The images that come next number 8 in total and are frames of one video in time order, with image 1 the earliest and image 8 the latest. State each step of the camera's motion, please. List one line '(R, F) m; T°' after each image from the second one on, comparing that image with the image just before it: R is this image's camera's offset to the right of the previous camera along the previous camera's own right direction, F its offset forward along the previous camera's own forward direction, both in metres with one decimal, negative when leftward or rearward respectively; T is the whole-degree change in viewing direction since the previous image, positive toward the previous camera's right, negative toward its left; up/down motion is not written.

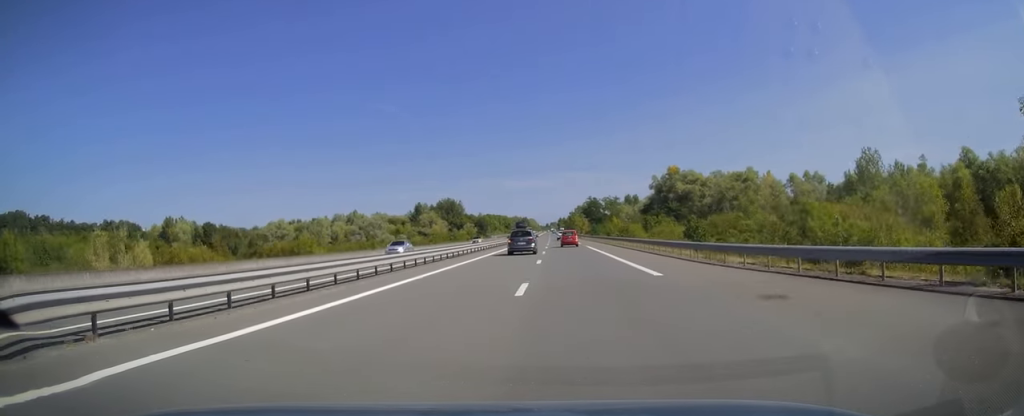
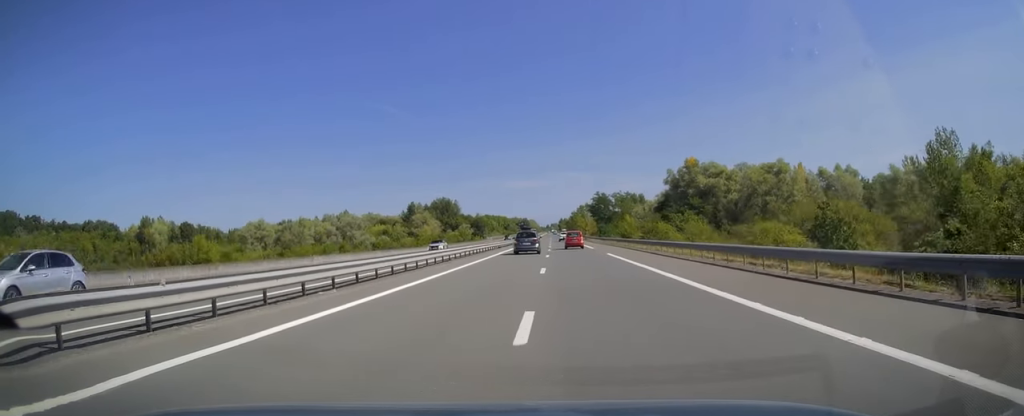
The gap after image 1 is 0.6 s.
(-0.1, +18.7) m; 0°
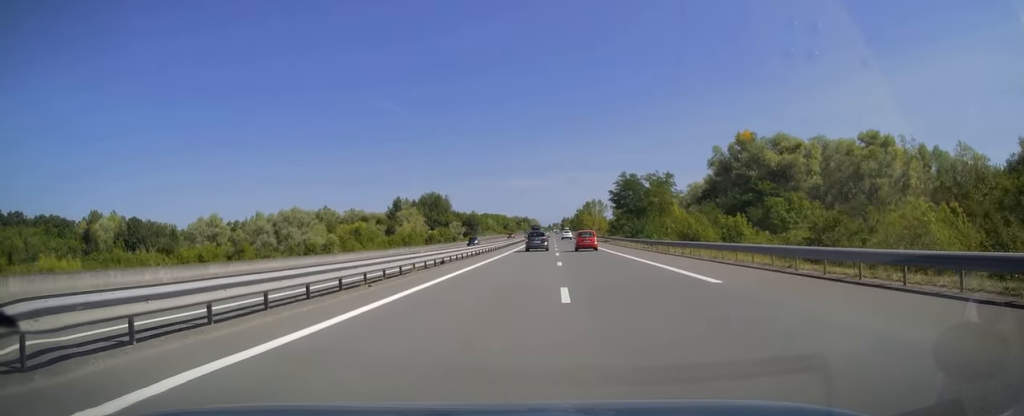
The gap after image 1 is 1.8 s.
(0.0, +37.1) m; 0°
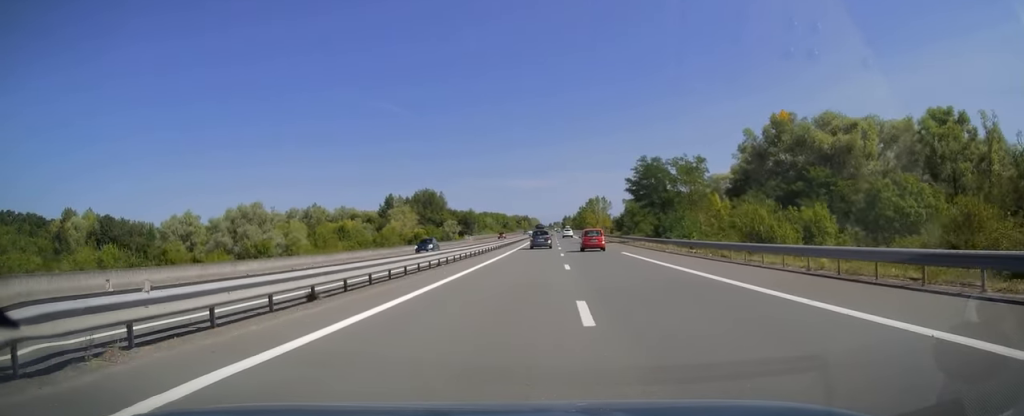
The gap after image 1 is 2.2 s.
(0.0, +16.3) m; 0°
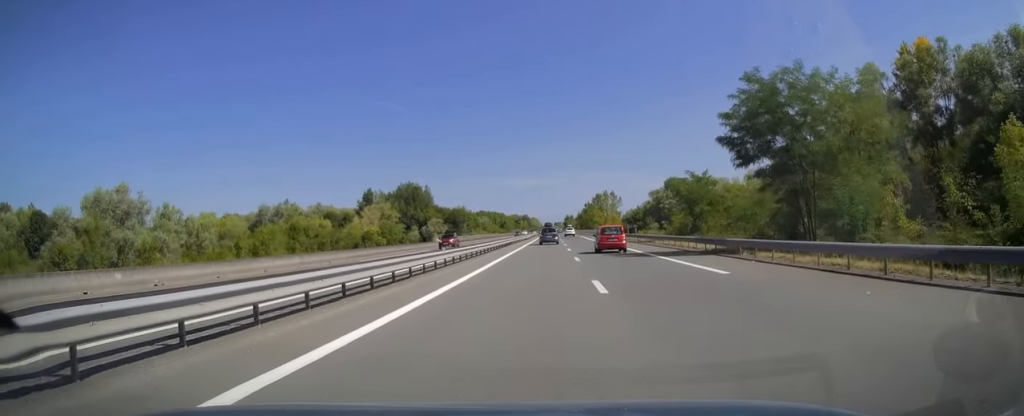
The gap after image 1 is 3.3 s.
(0.0, +35.5) m; 0°
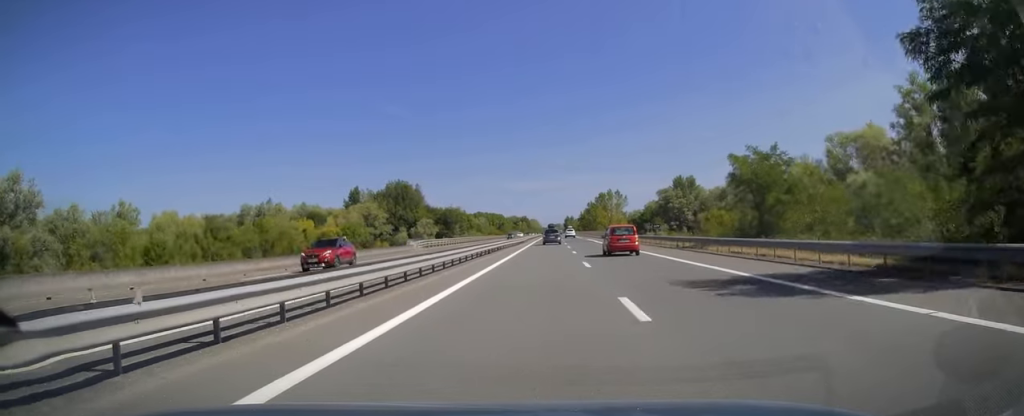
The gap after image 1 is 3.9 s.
(0.0, +17.5) m; 0°
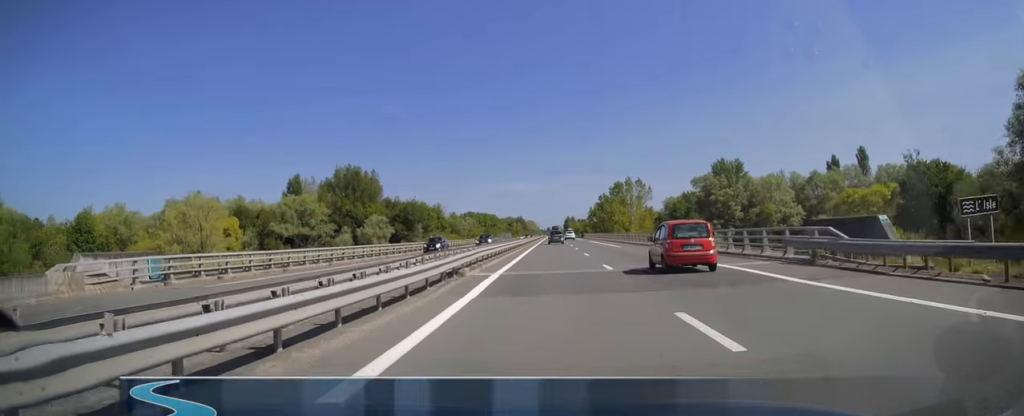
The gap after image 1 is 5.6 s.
(0.0, +56.2) m; 0°
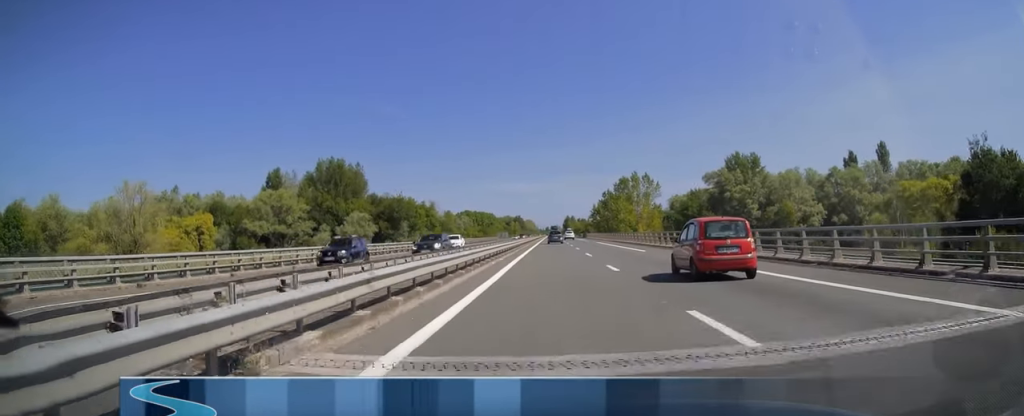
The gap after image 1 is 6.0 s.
(0.0, +13.9) m; 0°
